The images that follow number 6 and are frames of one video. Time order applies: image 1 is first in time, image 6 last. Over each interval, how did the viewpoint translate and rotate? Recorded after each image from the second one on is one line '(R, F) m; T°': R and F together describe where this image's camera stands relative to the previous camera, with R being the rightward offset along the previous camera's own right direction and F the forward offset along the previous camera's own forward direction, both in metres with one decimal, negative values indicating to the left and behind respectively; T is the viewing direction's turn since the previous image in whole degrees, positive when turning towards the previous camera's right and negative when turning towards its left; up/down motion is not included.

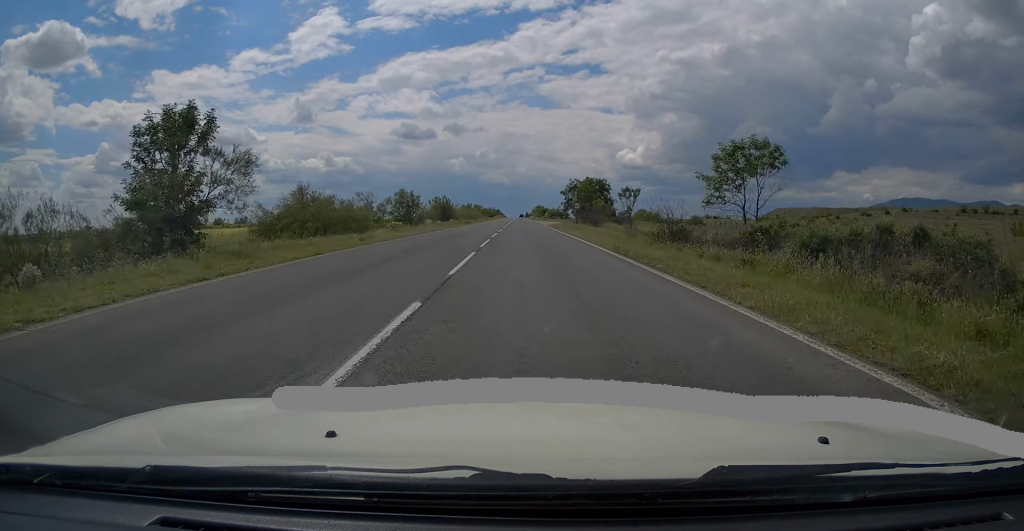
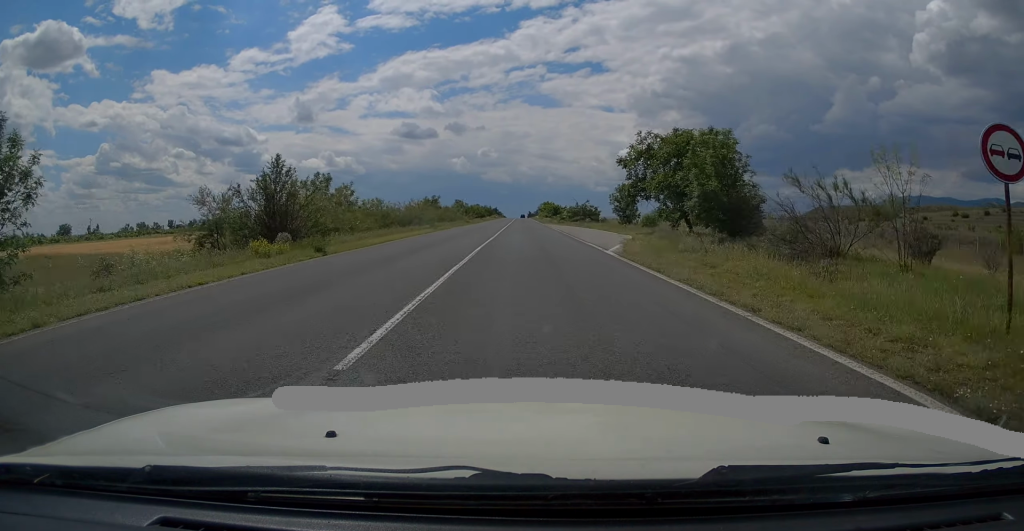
(0.0, +51.3) m; 0°
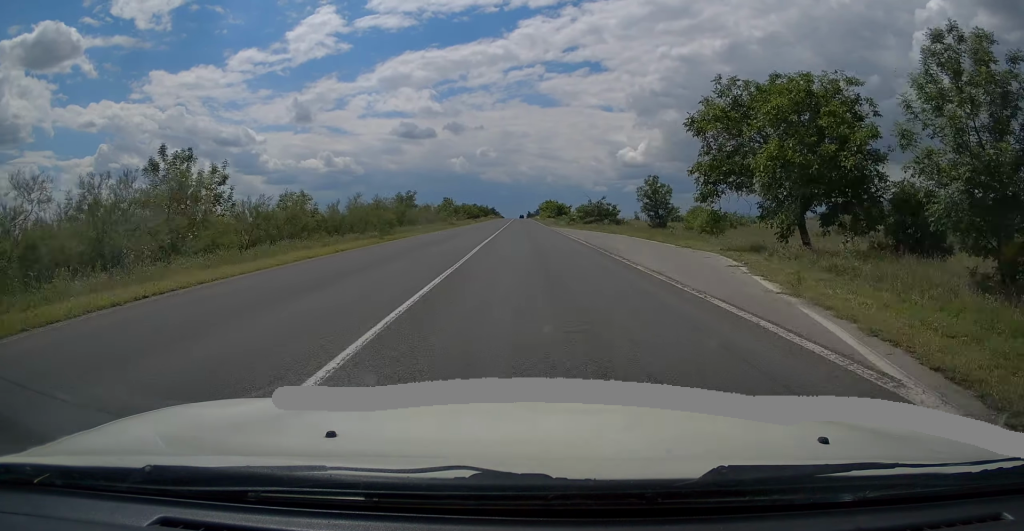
(-0.1, +16.2) m; 0°
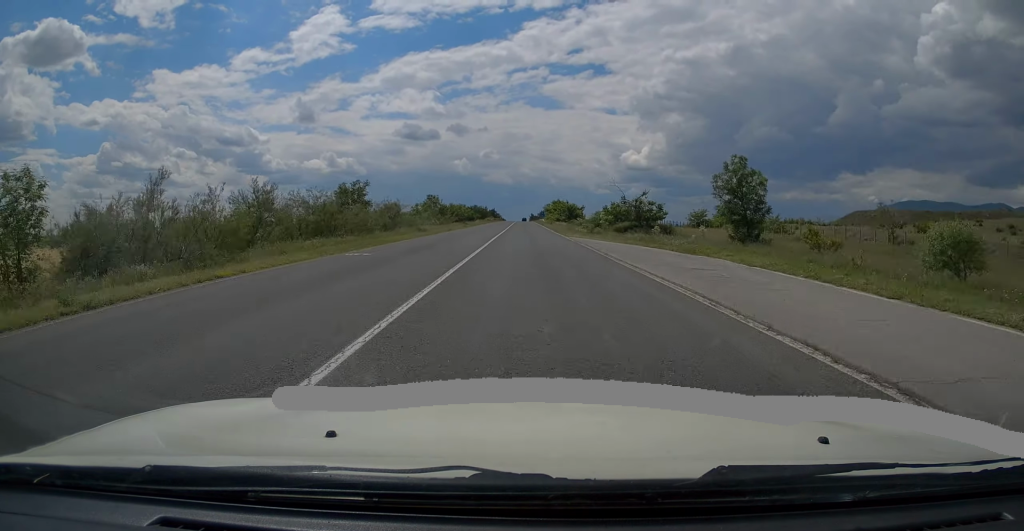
(0.0, +19.3) m; +1°
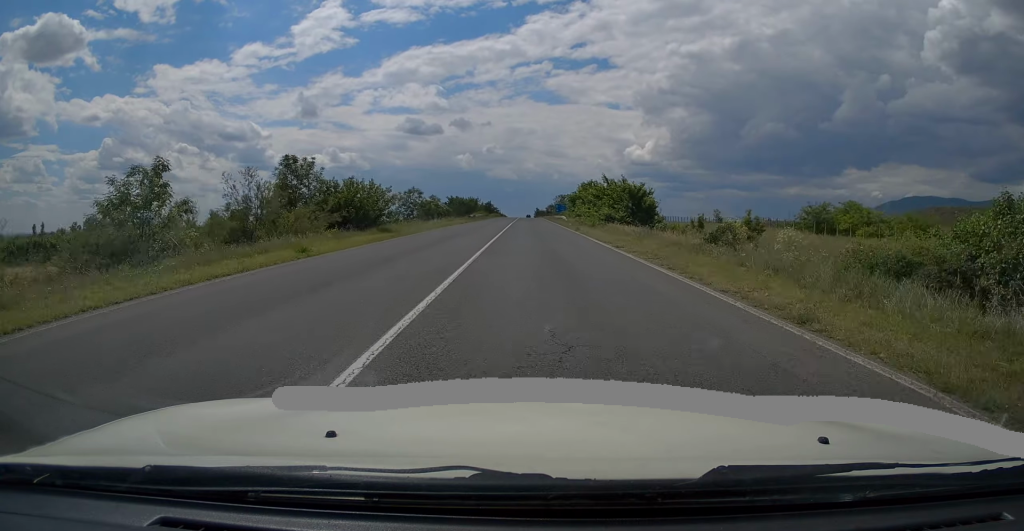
(0.0, +50.4) m; -1°
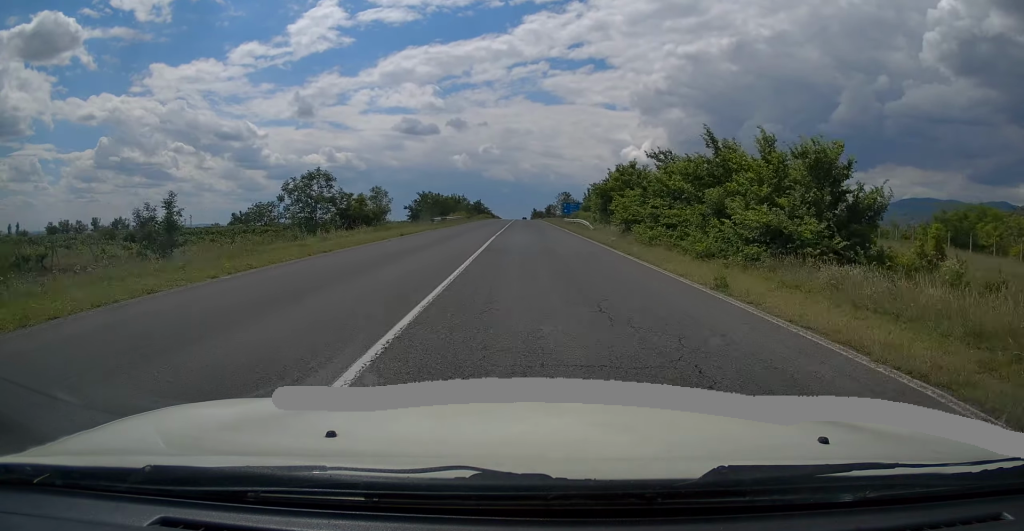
(0.0, +27.3) m; 0°
